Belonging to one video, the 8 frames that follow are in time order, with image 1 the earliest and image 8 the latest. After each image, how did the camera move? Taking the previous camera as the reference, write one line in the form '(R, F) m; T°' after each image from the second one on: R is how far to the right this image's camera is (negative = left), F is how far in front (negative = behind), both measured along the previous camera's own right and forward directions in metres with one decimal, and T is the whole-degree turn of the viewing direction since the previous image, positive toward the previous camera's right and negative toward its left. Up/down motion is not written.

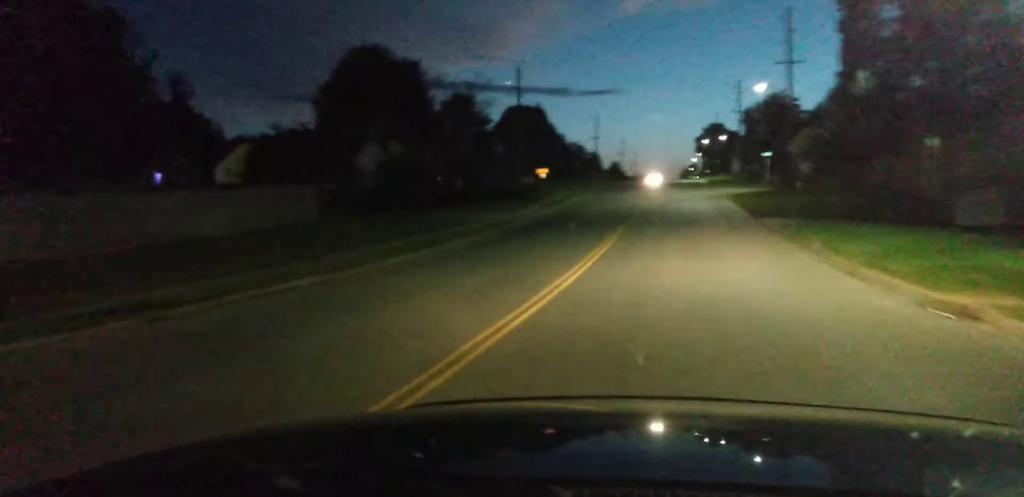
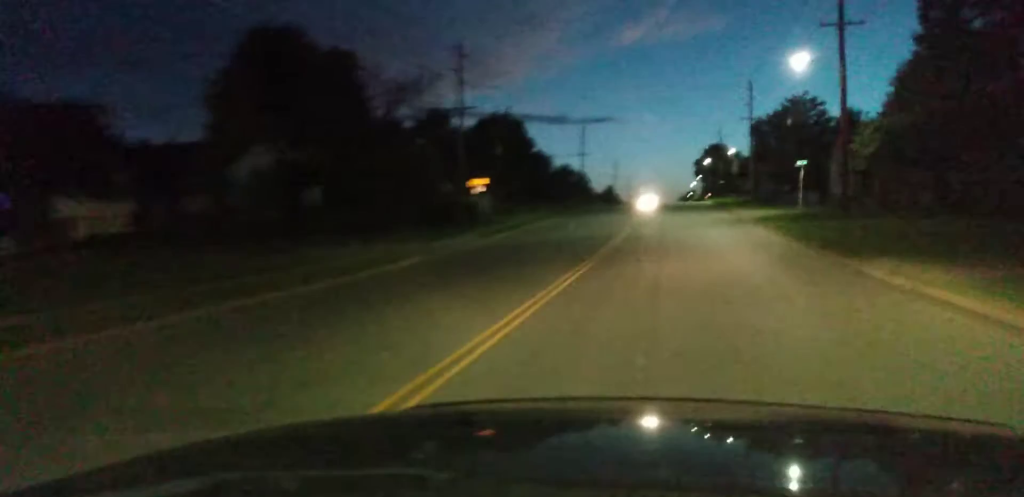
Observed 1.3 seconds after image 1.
(-0.1, +21.8) m; 0°
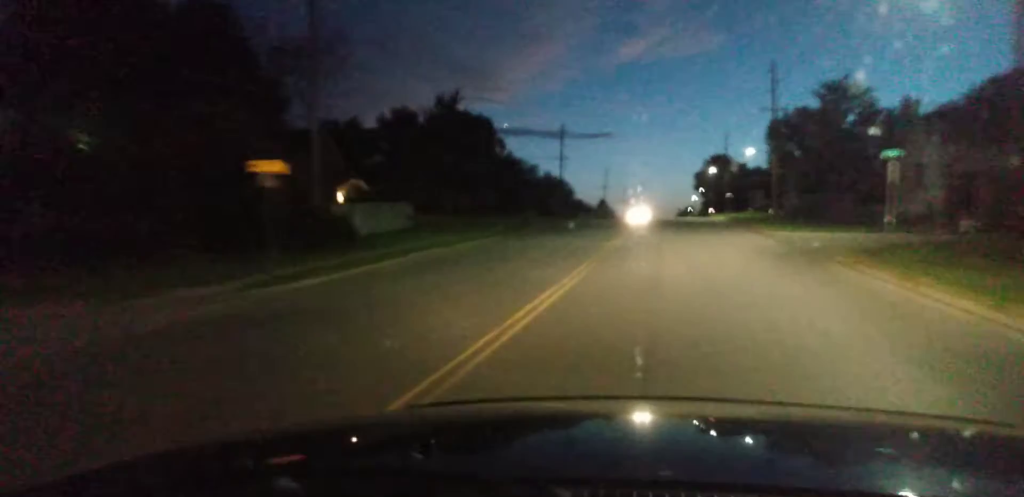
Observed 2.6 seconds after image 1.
(0.0, +23.4) m; 0°
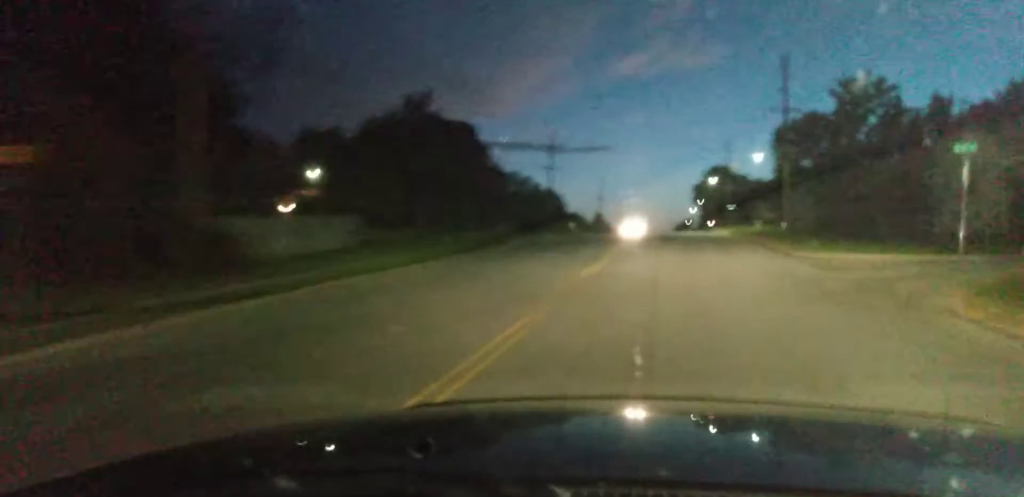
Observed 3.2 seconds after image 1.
(+0.1, +8.9) m; 0°
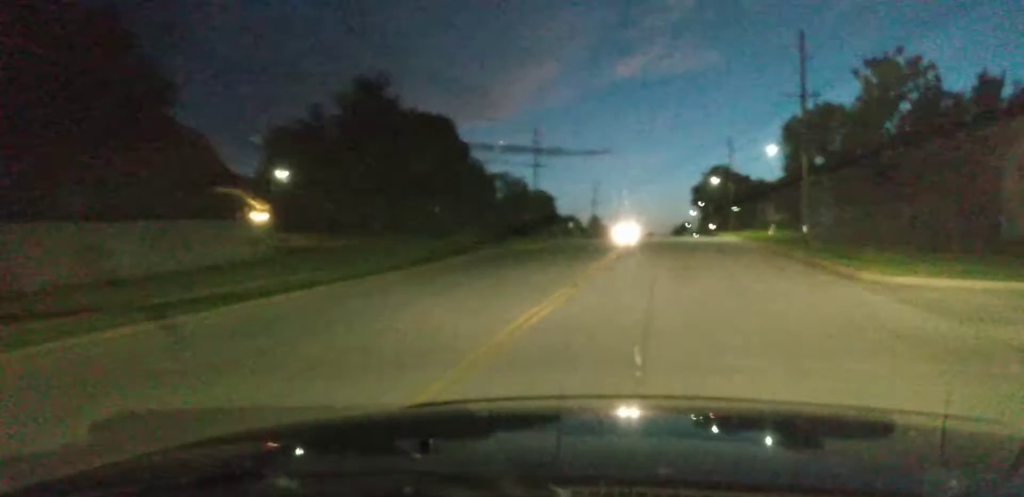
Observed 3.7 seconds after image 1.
(-0.1, +9.8) m; 0°
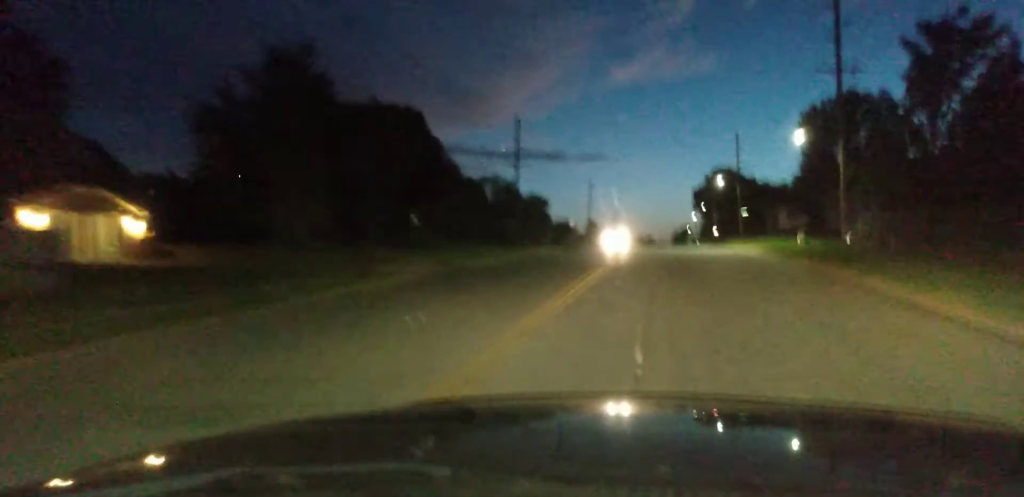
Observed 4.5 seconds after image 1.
(-0.1, +13.2) m; 0°
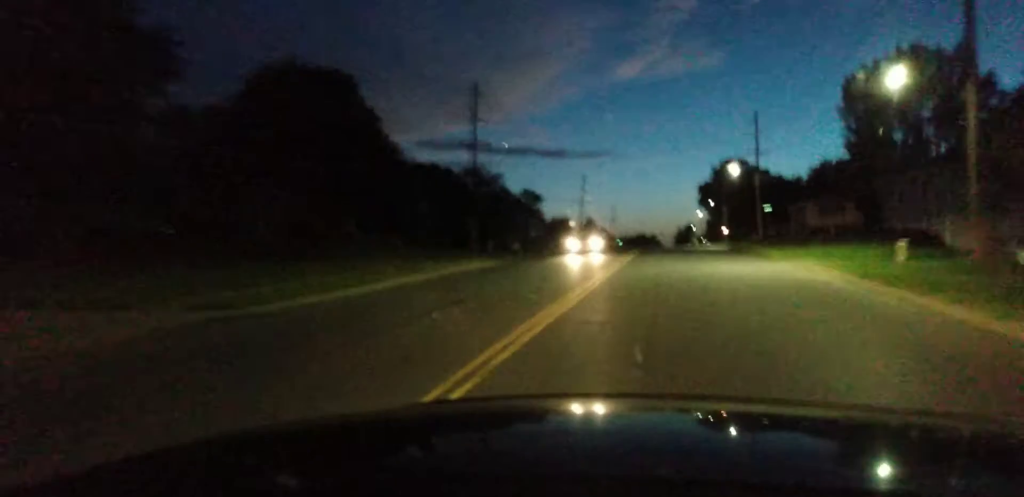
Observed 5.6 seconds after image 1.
(+0.1, +18.5) m; 0°
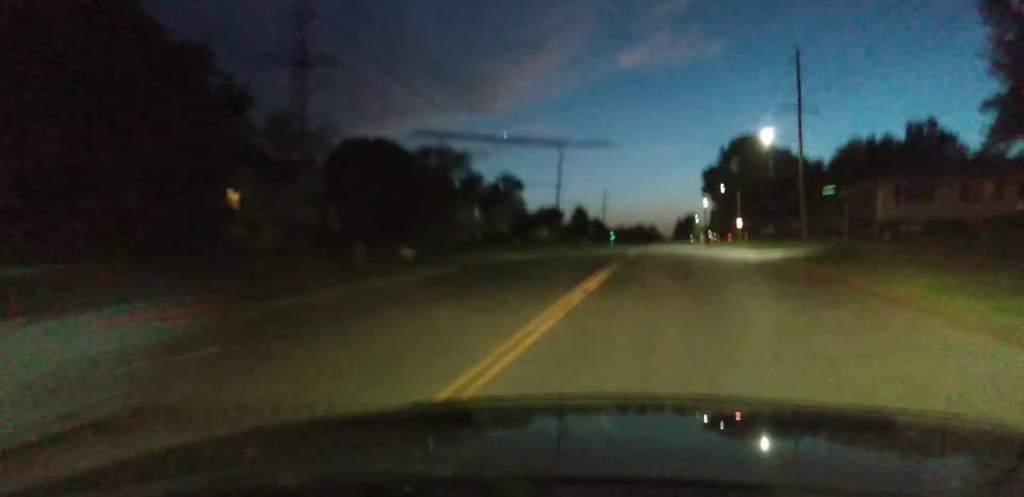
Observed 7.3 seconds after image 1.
(+0.1, +27.4) m; +1°
